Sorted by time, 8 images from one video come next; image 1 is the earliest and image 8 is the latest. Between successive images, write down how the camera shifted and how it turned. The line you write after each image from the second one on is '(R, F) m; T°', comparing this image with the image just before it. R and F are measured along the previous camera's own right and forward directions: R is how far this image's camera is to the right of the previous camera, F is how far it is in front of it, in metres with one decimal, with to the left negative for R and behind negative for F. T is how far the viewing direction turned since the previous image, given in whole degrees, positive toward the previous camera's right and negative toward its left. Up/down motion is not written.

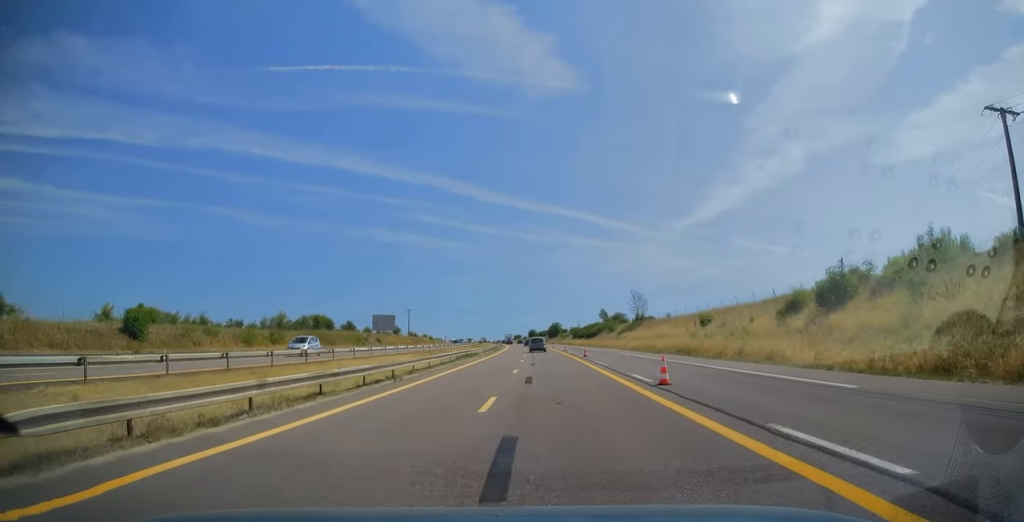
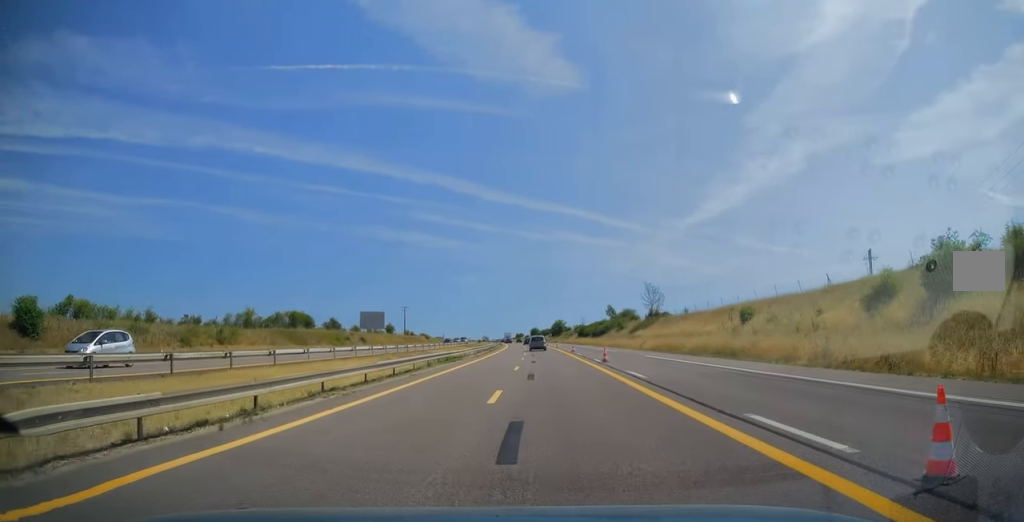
(+0.1, +11.7) m; -1°
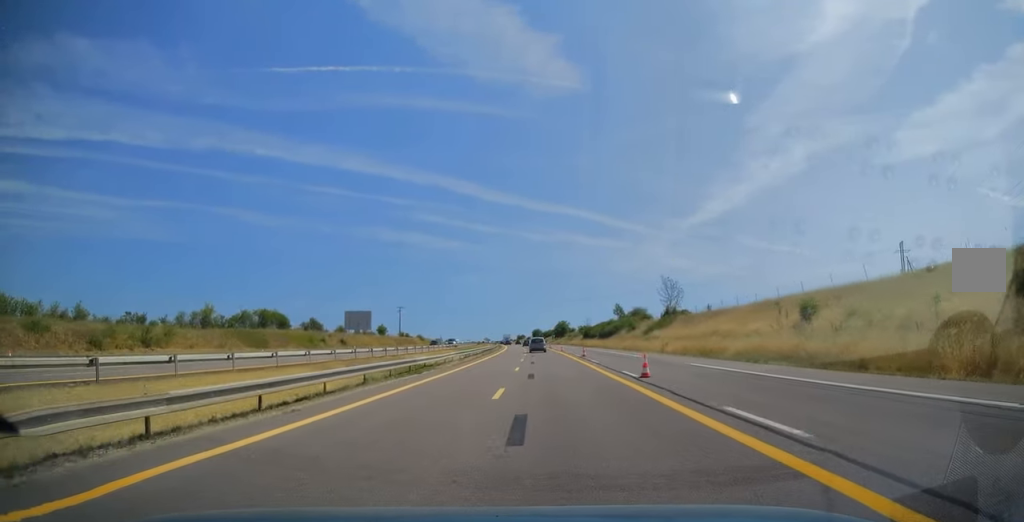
(-0.1, +11.7) m; 0°
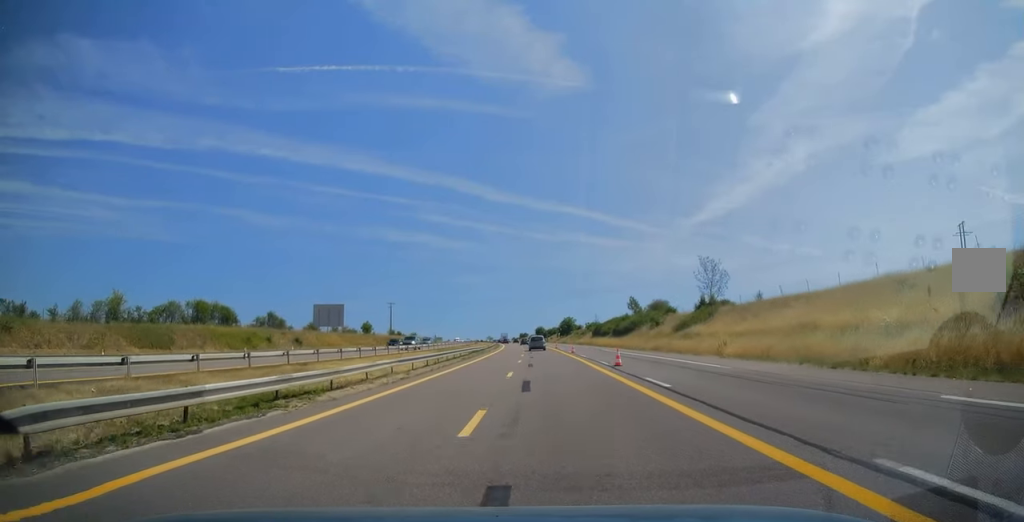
(-0.2, +18.5) m; -1°
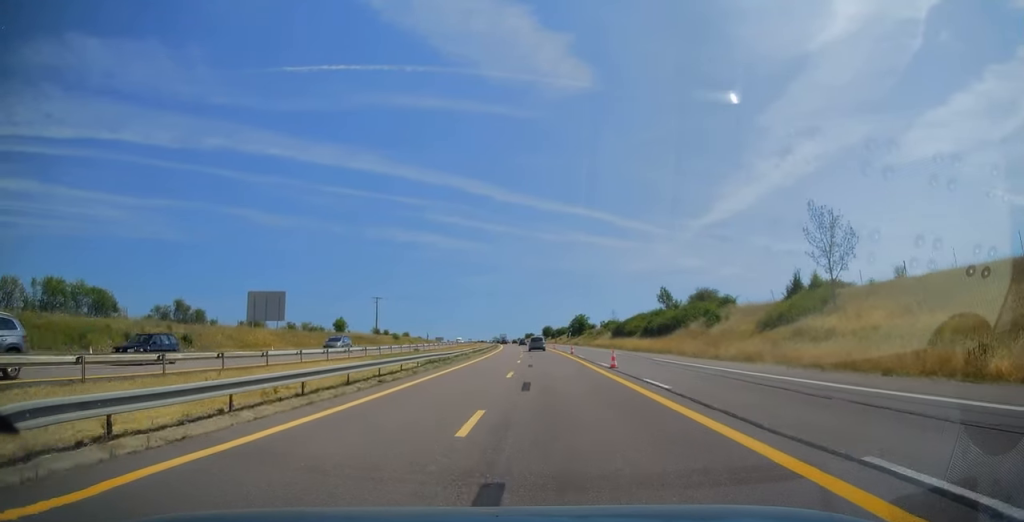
(0.0, +26.0) m; 0°
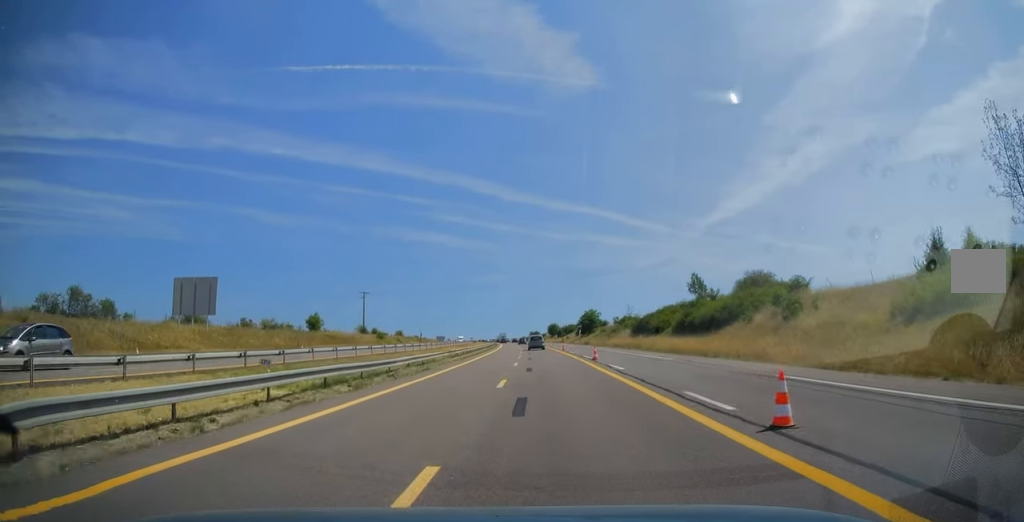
(0.0, +18.0) m; 0°
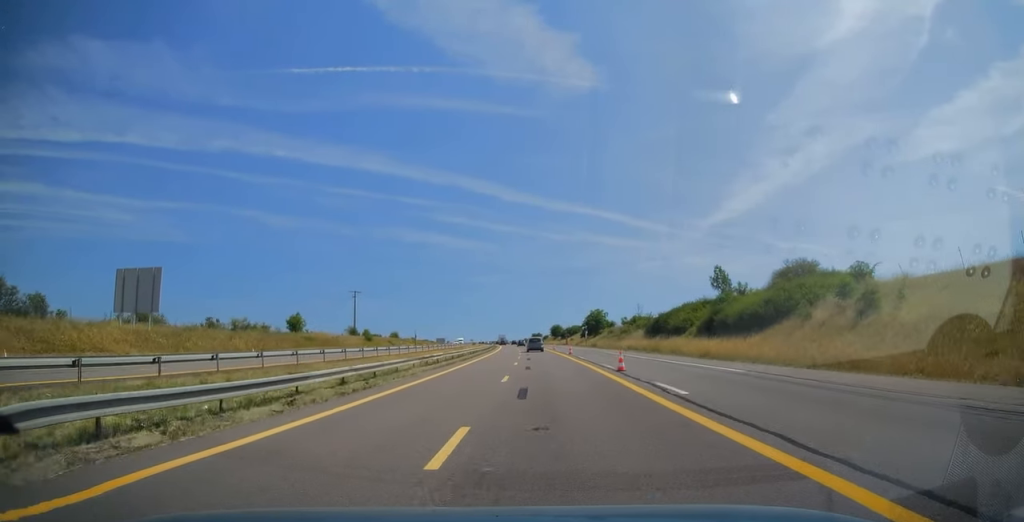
(0.0, +10.0) m; 0°
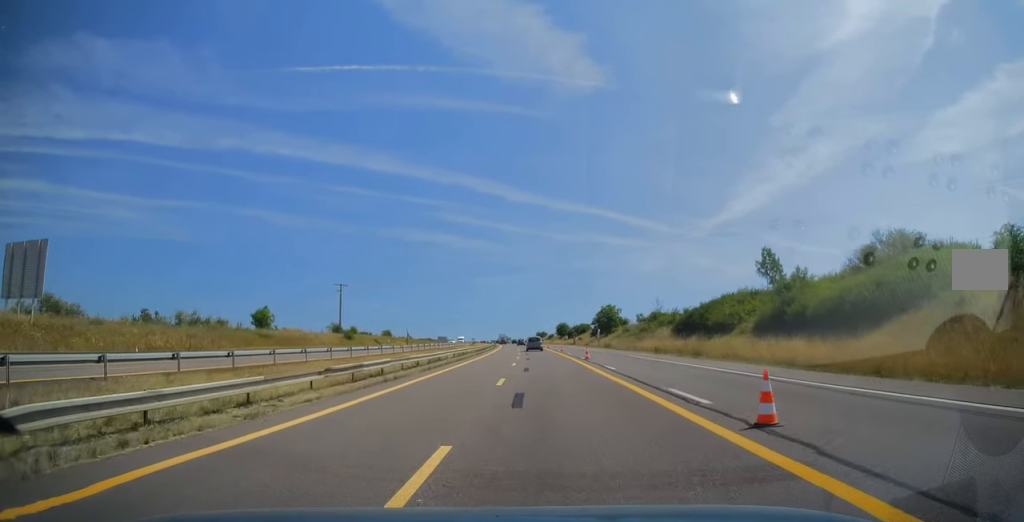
(0.0, +14.6) m; -1°
